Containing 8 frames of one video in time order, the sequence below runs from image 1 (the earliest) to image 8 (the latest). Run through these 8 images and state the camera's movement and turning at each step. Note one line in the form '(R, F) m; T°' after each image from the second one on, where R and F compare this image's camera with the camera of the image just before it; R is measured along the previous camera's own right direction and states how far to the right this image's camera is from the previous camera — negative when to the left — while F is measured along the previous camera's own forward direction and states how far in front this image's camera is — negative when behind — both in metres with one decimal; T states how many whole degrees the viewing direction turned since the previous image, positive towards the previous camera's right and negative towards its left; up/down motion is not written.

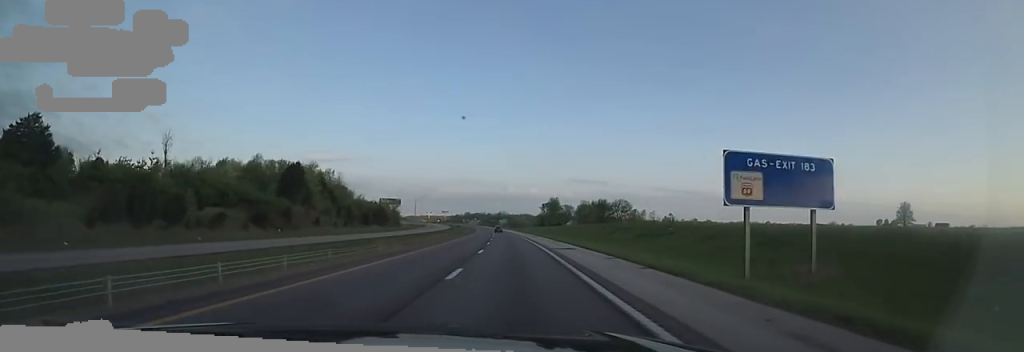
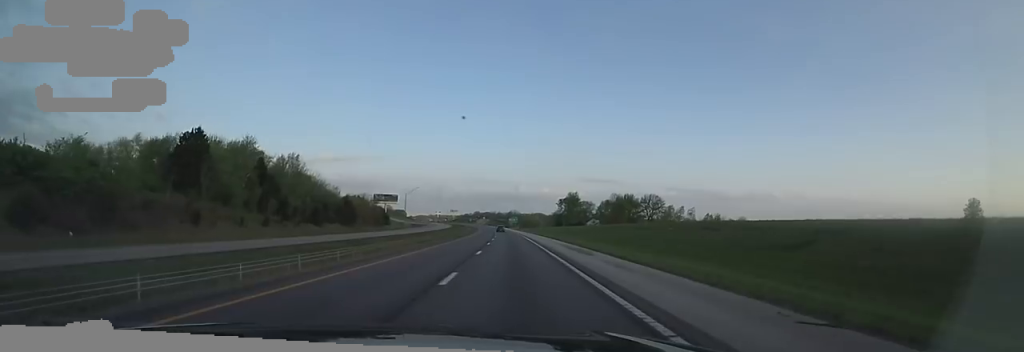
(-1.2, +38.0) m; -2°
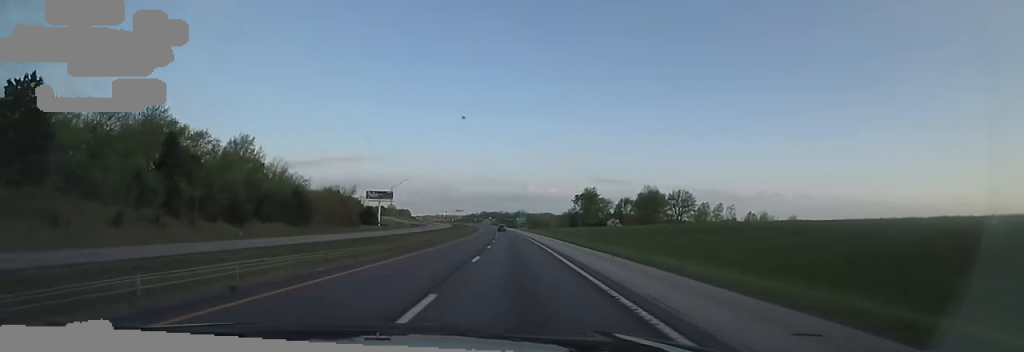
(+0.1, +29.2) m; 0°
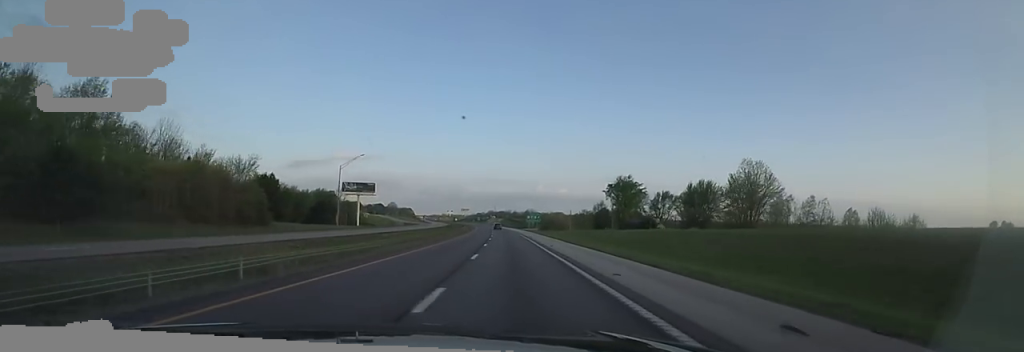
(-0.5, +48.3) m; -1°
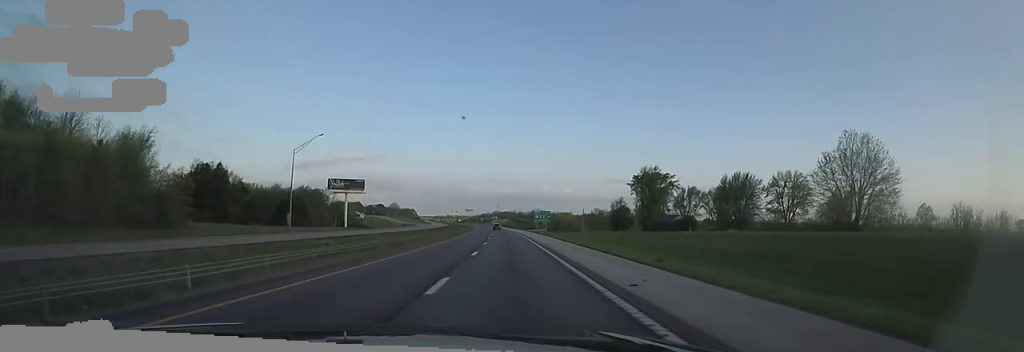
(+0.1, +22.5) m; -1°
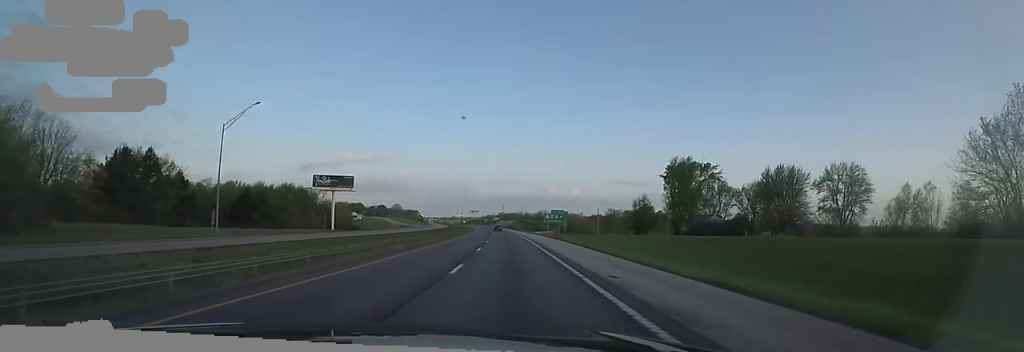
(-0.4, +20.2) m; -1°
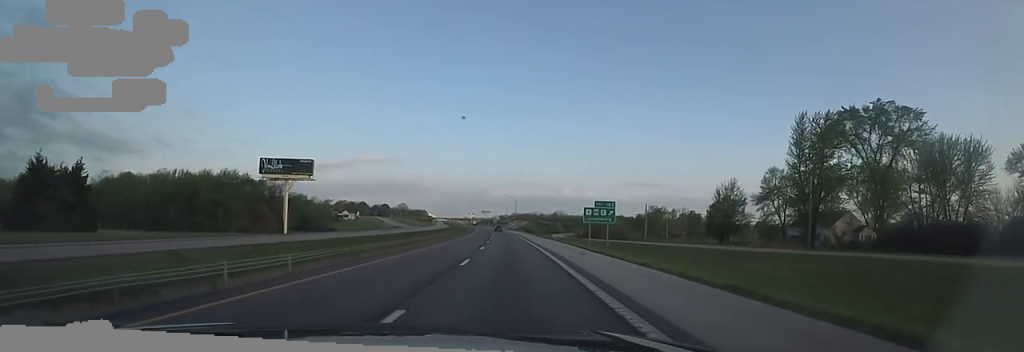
(-1.1, +46.1) m; -1°
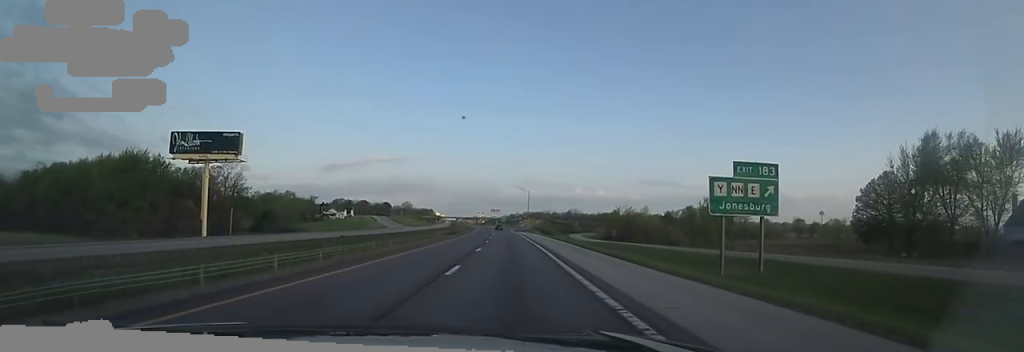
(+0.7, +40.8) m; 0°
